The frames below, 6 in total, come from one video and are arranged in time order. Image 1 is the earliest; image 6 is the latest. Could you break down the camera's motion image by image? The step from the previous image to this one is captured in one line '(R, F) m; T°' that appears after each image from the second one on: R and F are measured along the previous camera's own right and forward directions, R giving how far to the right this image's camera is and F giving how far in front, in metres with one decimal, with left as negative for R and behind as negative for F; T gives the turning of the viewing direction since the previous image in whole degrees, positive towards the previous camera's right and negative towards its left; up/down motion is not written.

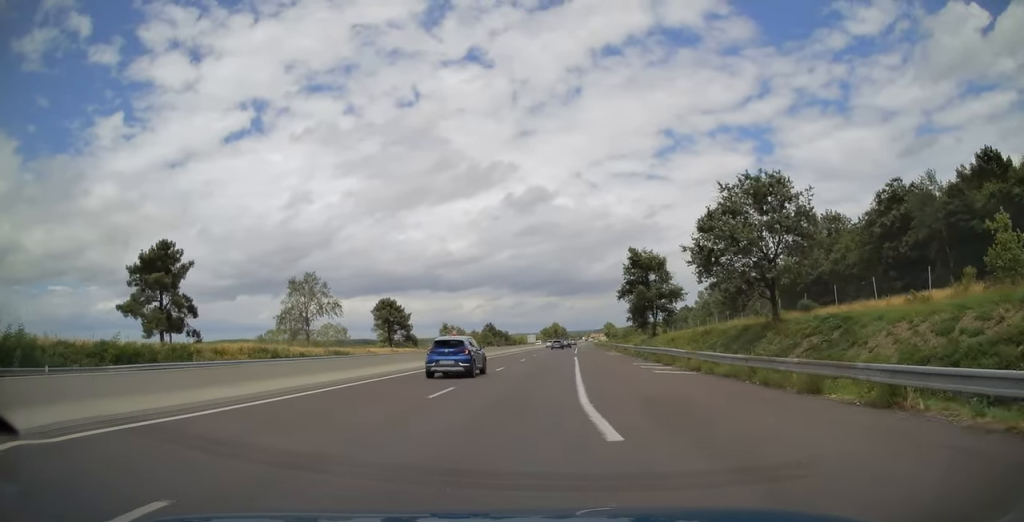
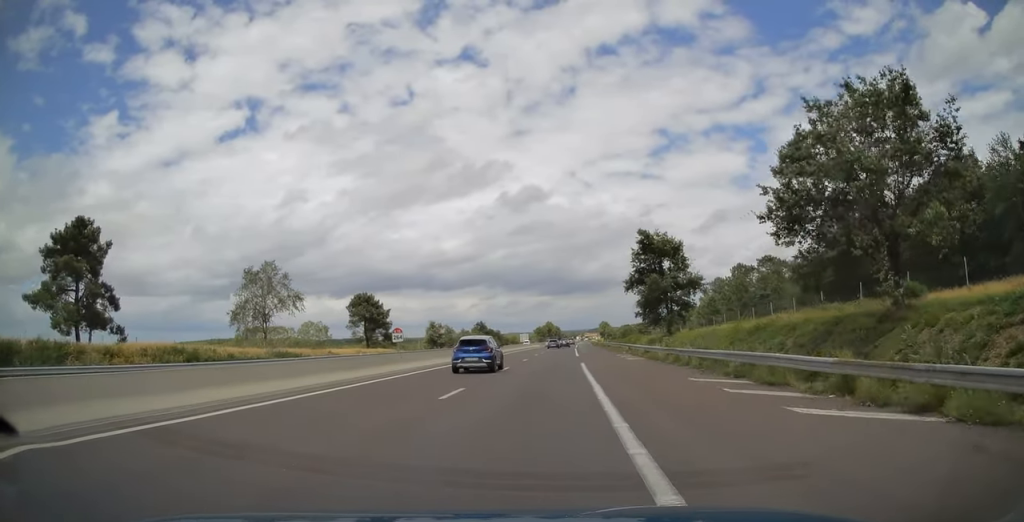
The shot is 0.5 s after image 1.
(0.0, +13.7) m; 0°
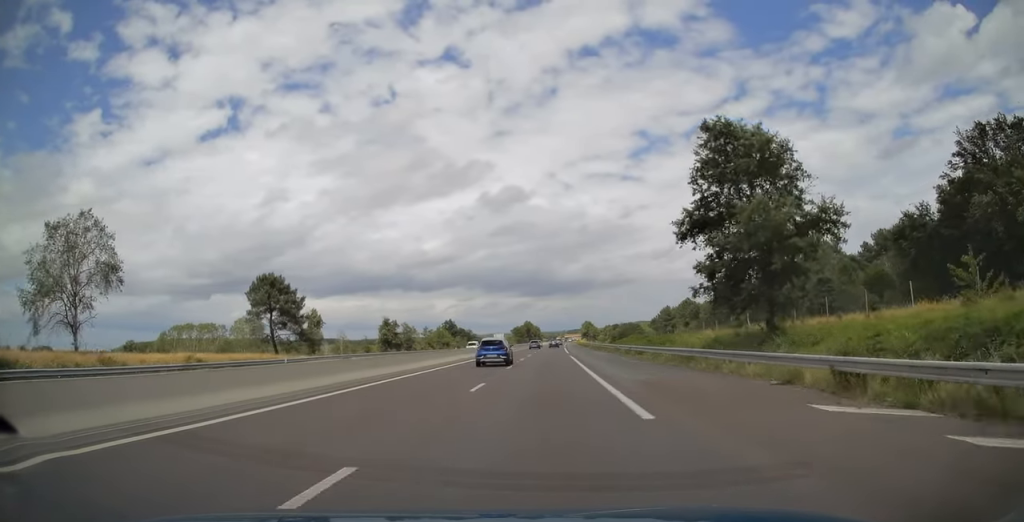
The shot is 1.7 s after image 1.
(+0.4, +36.4) m; +1°
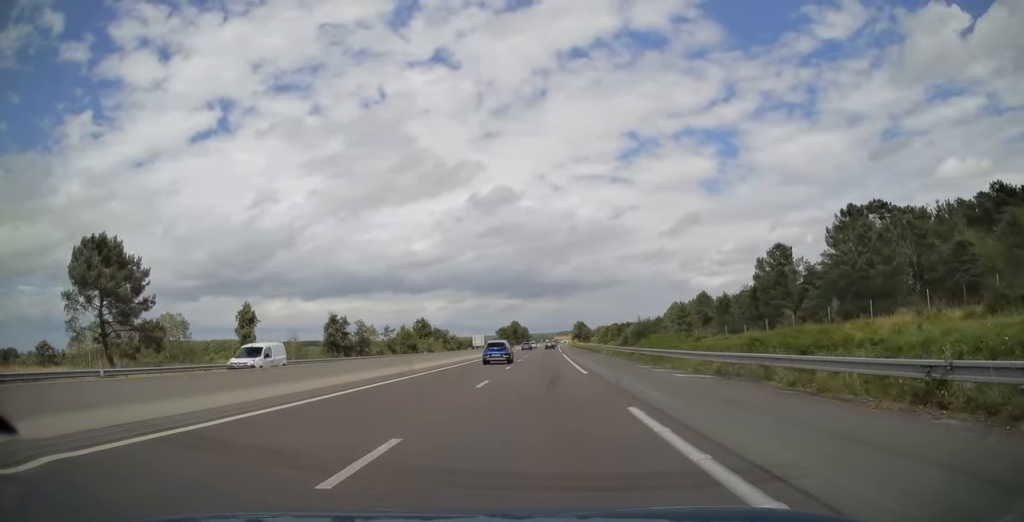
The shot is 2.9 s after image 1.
(+0.4, +36.6) m; +1°
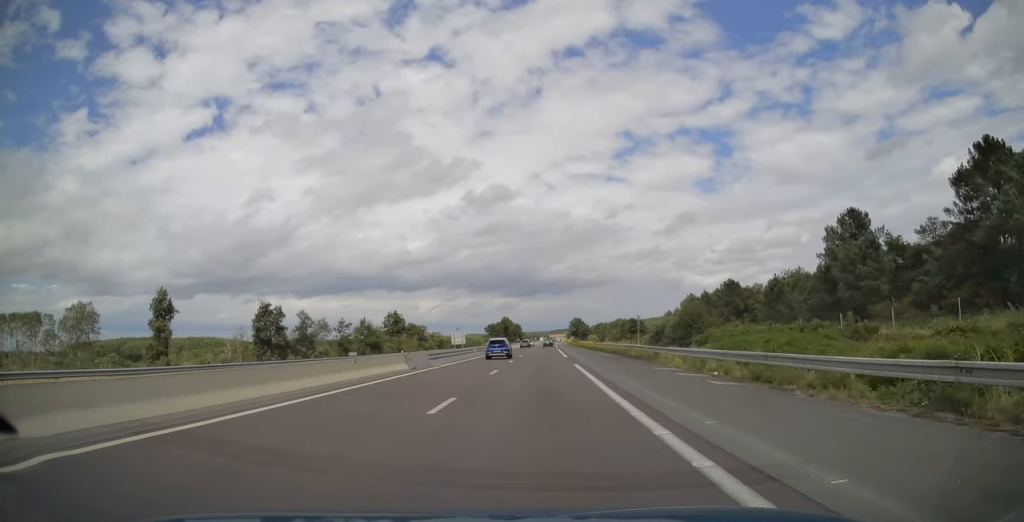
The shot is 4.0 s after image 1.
(+0.4, +32.8) m; +1°
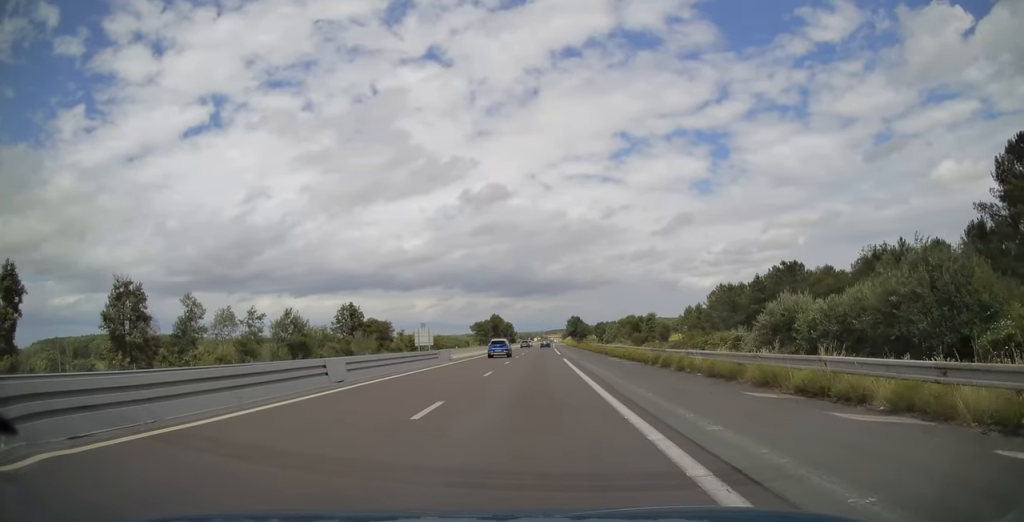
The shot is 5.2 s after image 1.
(+0.2, +39.2) m; +1°
